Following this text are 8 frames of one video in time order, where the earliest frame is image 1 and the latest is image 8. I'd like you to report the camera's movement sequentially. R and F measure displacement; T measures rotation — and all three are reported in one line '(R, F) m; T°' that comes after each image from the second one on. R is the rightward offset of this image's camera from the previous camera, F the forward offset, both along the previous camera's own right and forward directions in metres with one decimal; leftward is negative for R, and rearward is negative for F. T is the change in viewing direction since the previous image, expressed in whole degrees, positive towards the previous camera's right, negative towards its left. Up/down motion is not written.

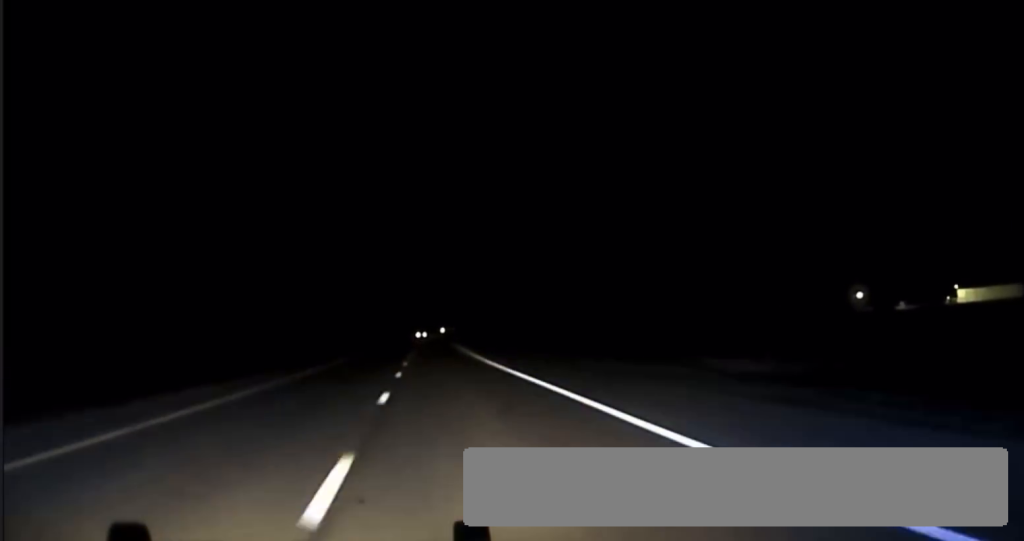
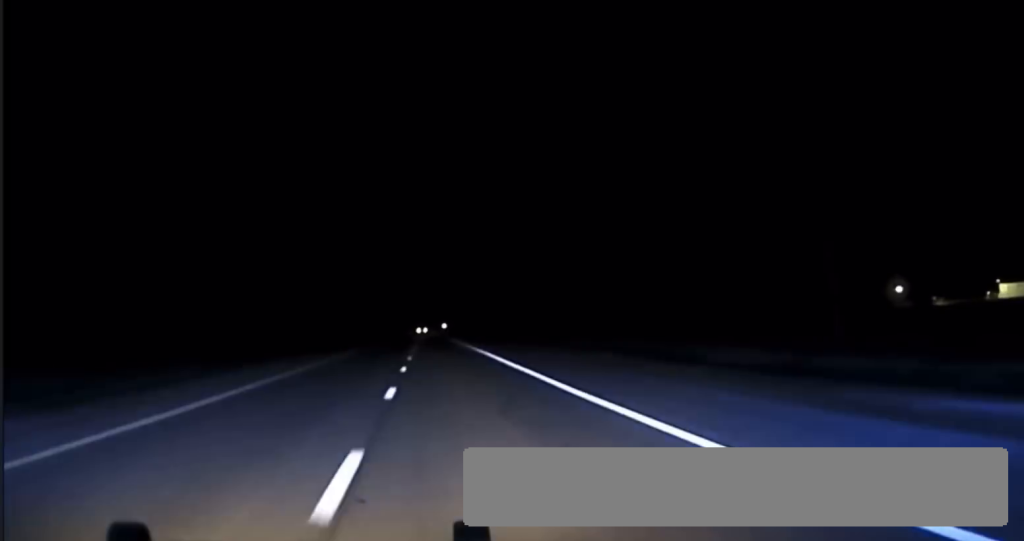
(0.0, +37.2) m; 0°
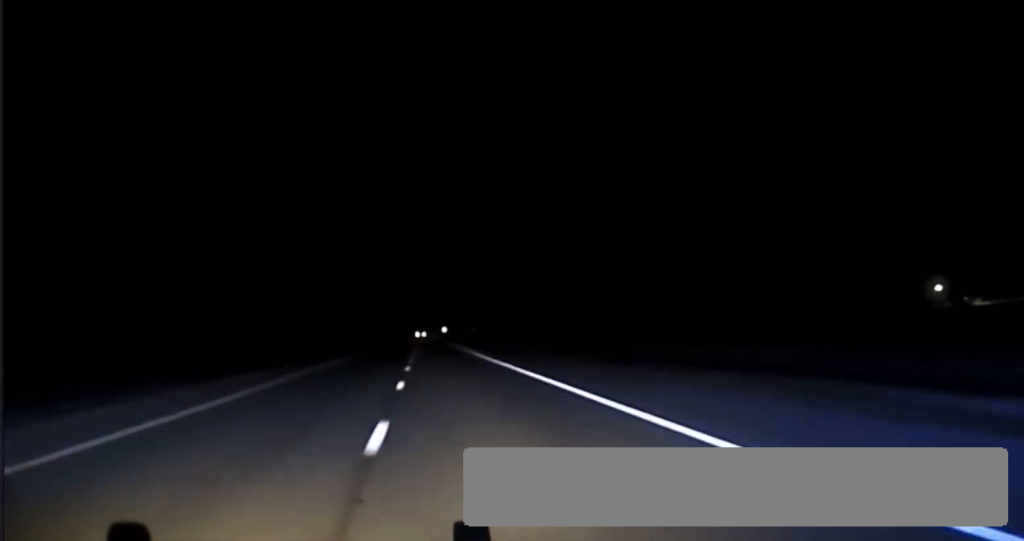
(-0.1, +33.3) m; 0°
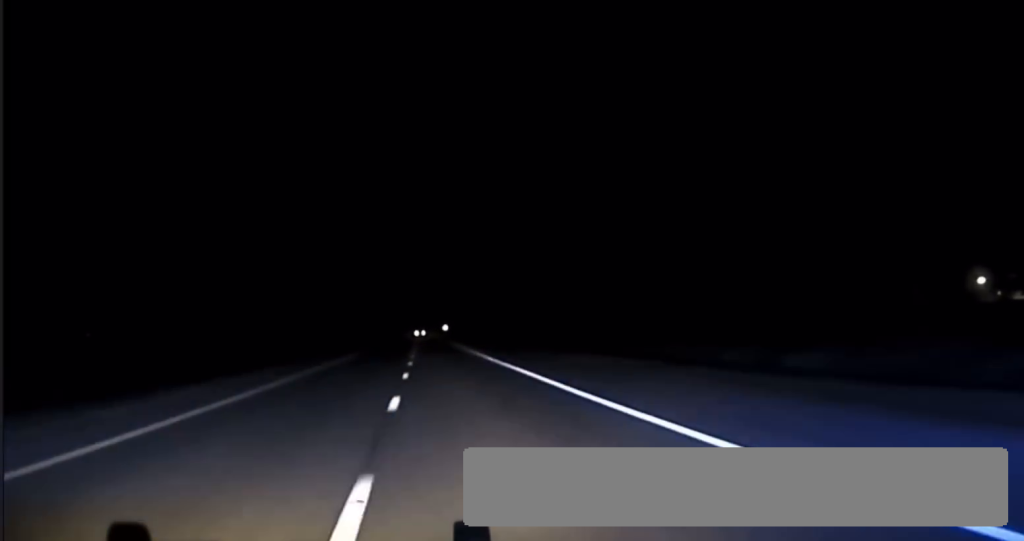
(+0.3, +31.5) m; 0°
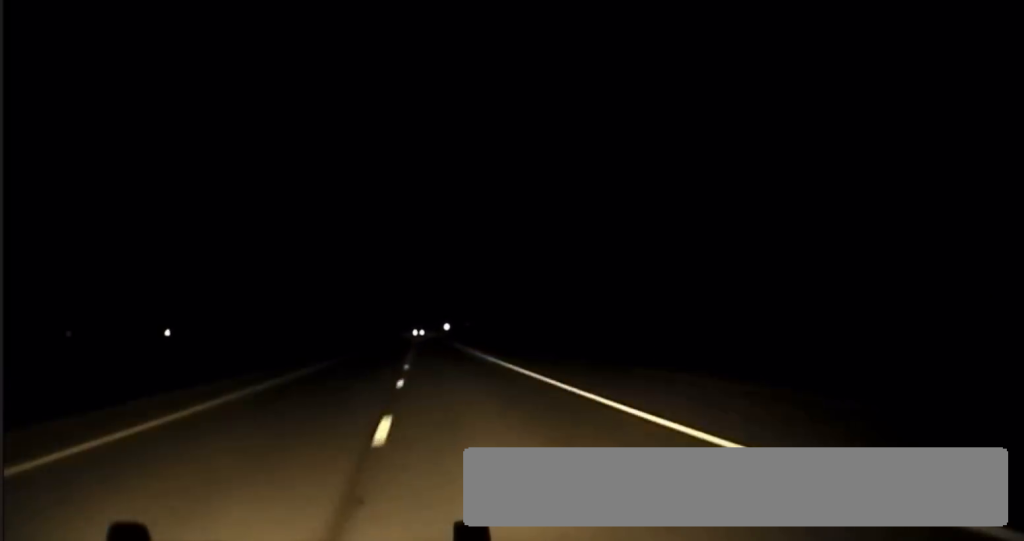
(-0.1, +43.7) m; 0°
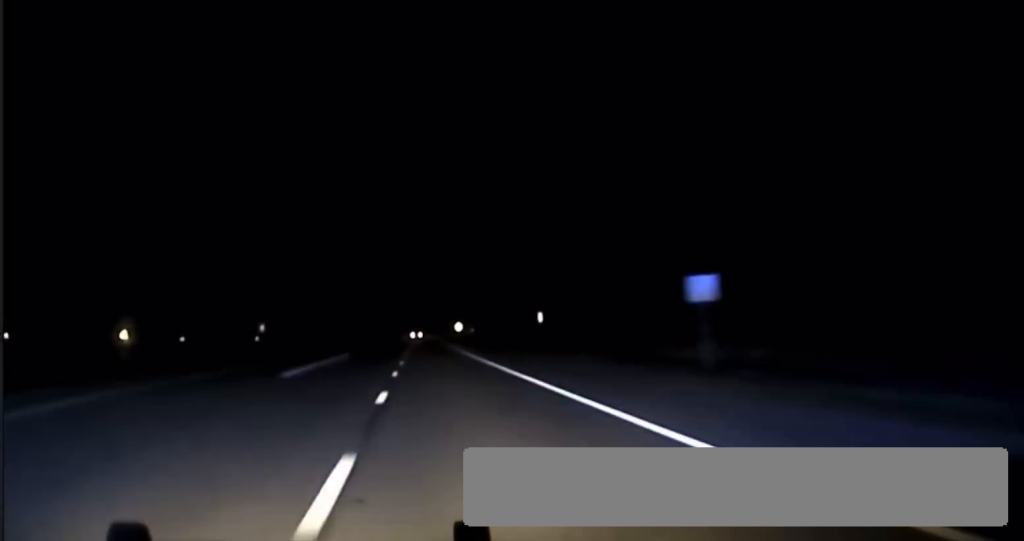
(-0.4, +118.3) m; 0°
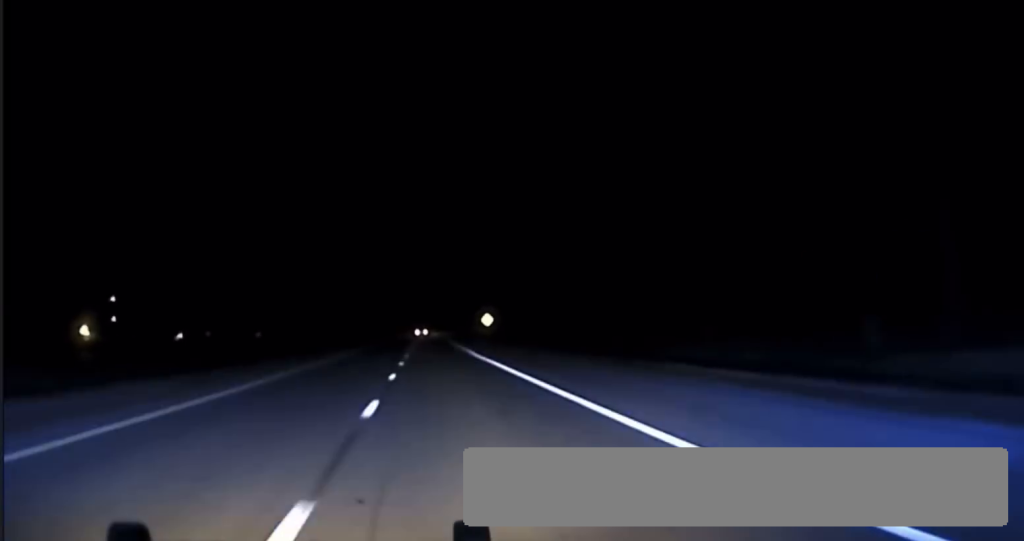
(+0.2, +90.2) m; 0°
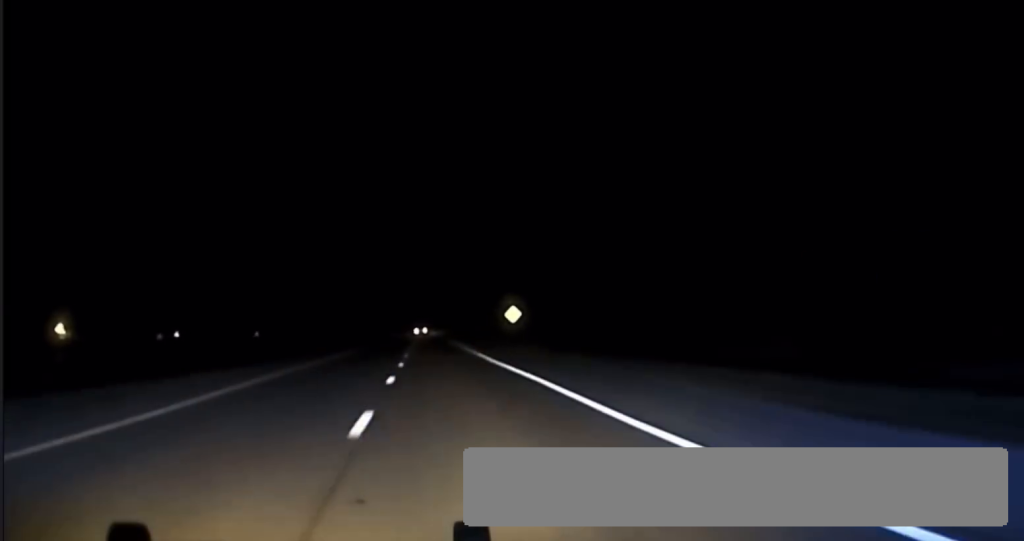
(+0.2, +40.4) m; 0°
